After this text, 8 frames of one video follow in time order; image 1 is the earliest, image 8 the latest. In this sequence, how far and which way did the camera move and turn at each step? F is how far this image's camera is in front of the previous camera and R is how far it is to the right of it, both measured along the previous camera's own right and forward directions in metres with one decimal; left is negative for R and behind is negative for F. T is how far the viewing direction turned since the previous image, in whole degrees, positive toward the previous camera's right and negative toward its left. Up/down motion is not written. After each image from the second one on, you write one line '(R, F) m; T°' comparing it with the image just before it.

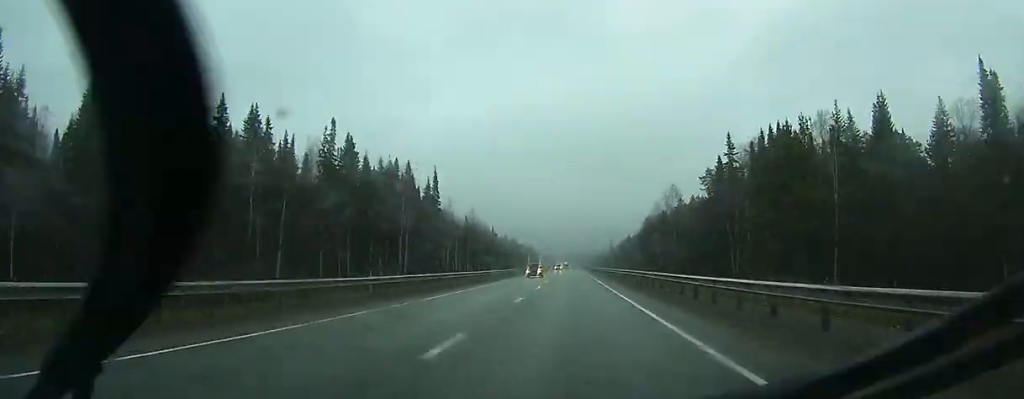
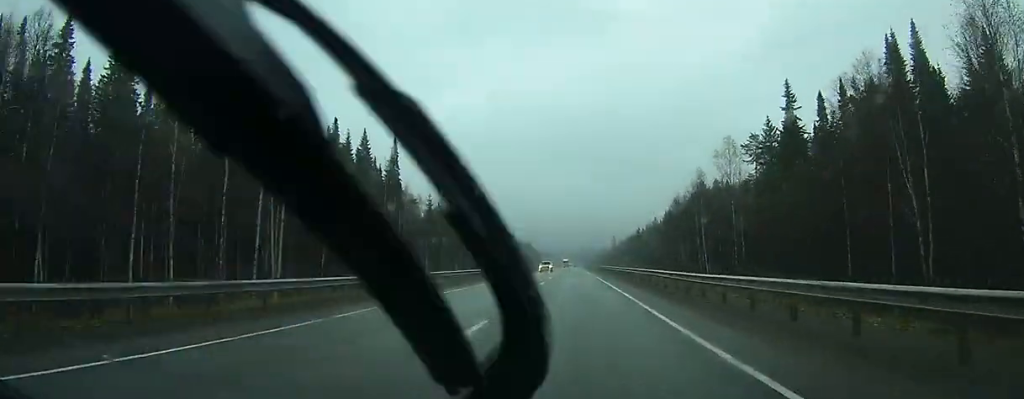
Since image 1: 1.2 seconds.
(0.0, +34.1) m; 0°
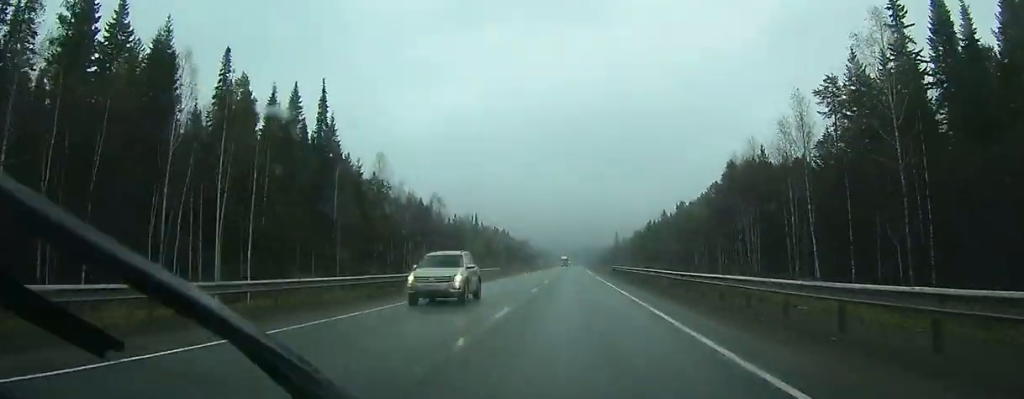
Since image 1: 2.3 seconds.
(0.0, +32.3) m; 0°
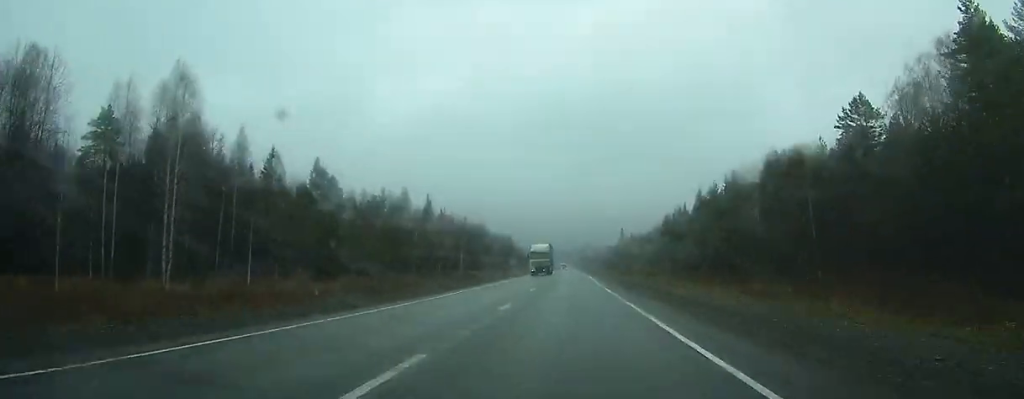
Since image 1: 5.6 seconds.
(+0.4, +92.7) m; 0°
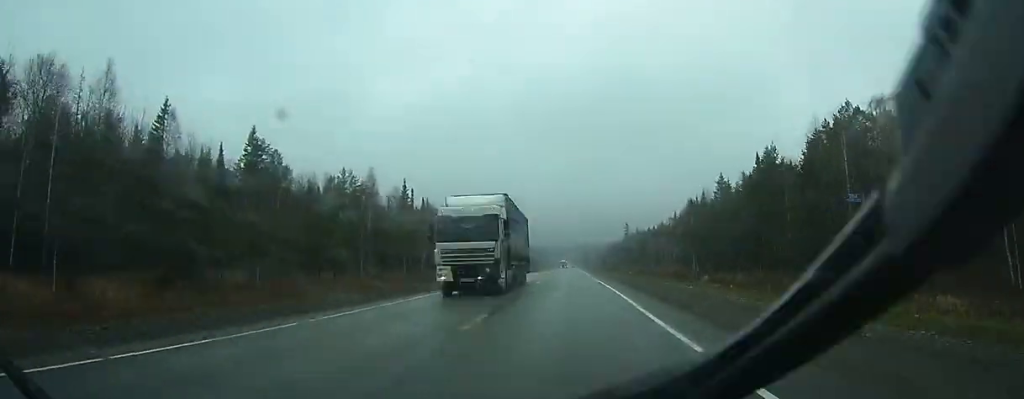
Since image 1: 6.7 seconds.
(0.0, +30.1) m; 0°
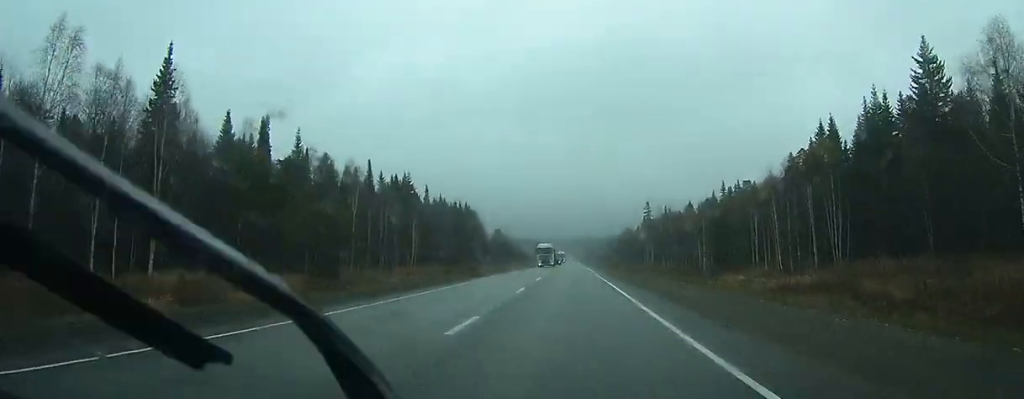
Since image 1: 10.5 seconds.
(-0.8, +109.1) m; -1°
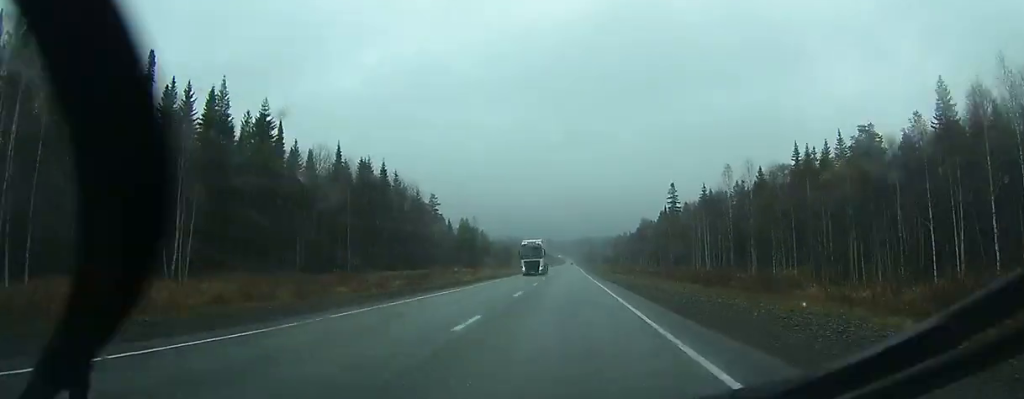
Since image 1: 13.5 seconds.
(+0.1, +82.6) m; 0°
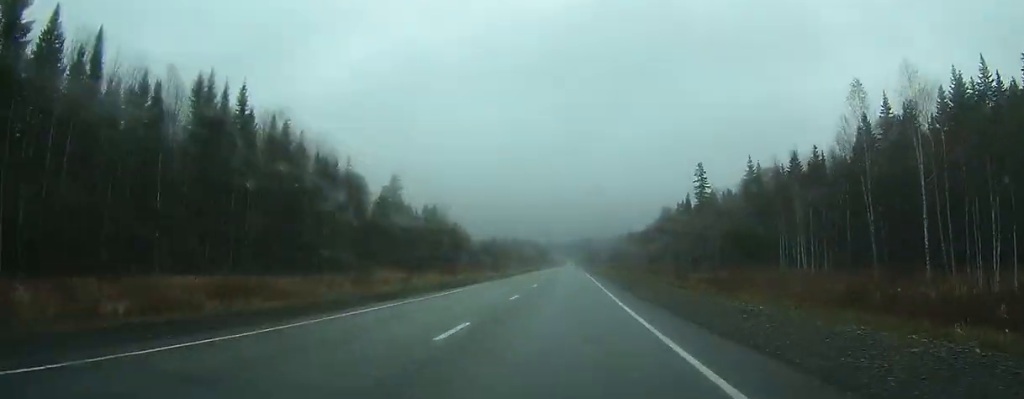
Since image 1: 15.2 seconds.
(+0.1, +49.0) m; 0°
